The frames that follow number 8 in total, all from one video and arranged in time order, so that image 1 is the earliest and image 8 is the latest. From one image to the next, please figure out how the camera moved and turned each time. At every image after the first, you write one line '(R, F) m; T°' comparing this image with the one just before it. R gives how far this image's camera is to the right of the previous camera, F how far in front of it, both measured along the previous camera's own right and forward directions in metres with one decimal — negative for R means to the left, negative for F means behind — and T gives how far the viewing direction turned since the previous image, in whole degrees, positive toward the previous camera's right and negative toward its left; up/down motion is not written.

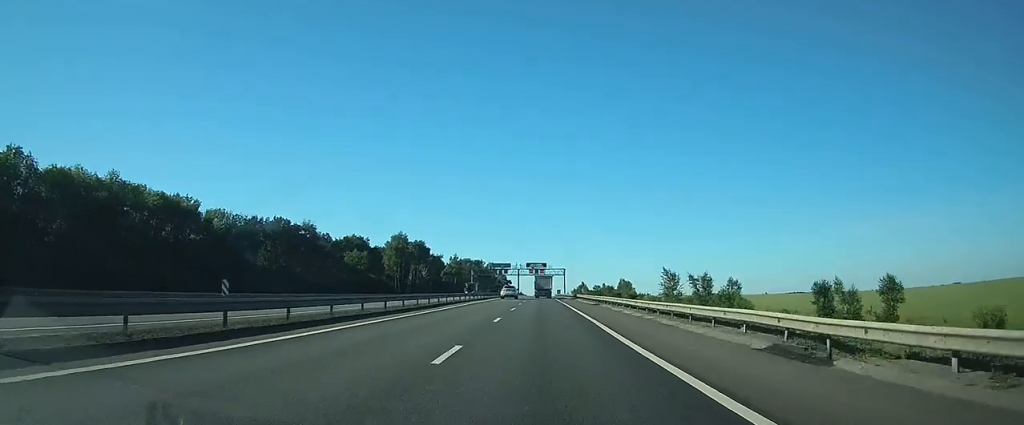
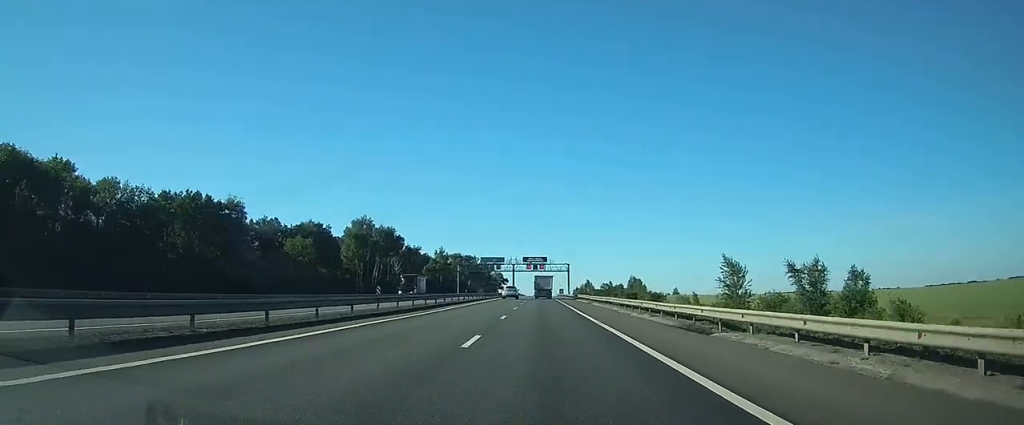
(-0.2, +33.4) m; -1°
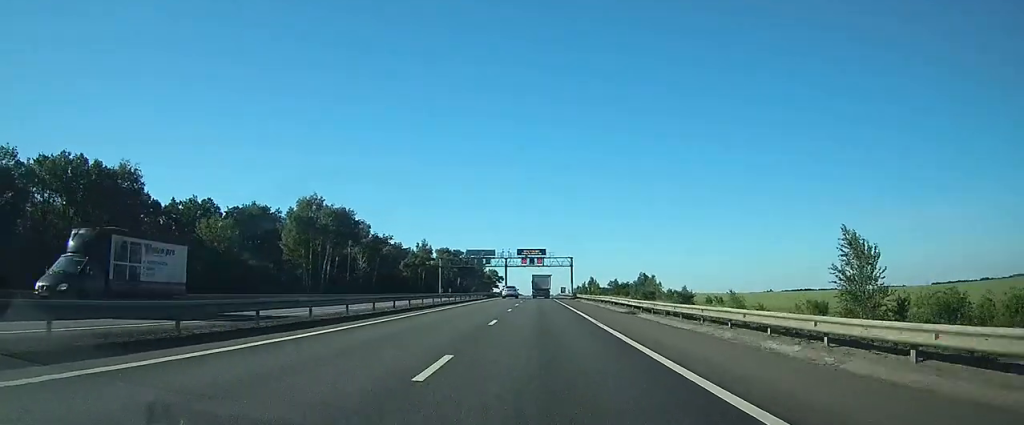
(-0.1, +28.3) m; 0°
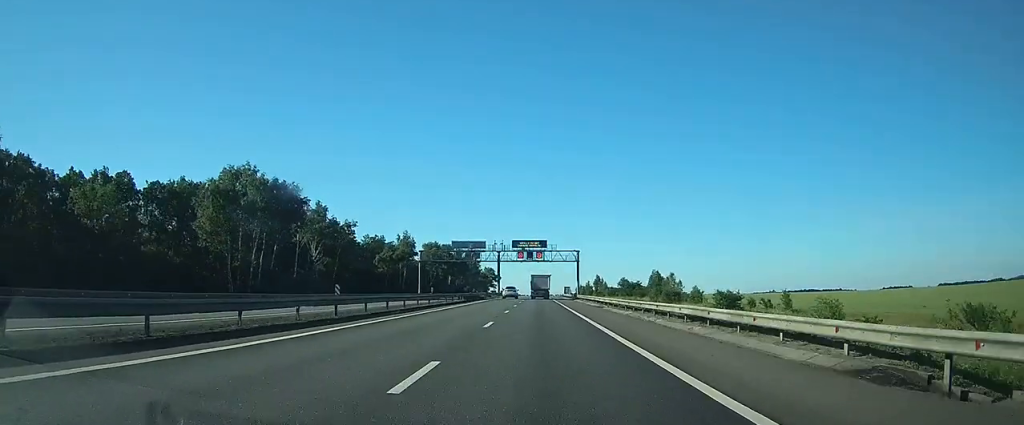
(0.0, +25.0) m; 0°
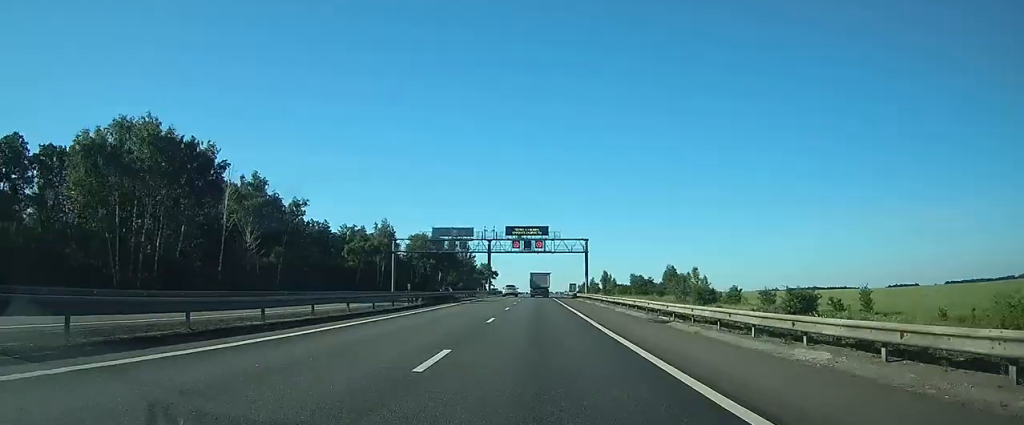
(0.0, +22.5) m; 0°
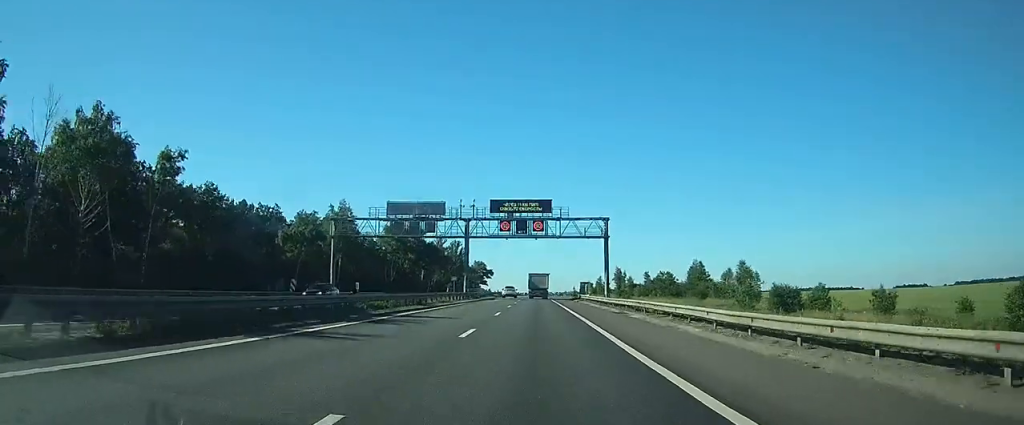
(0.0, +30.3) m; 0°
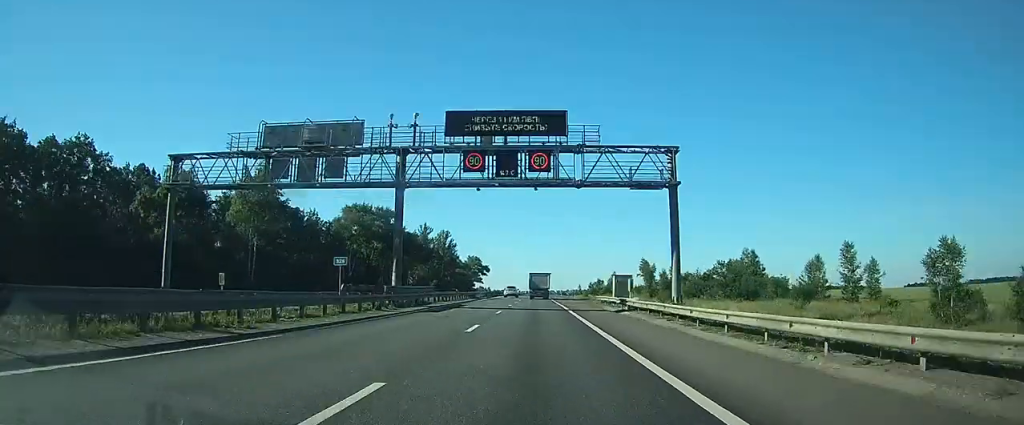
(0.0, +34.3) m; 0°
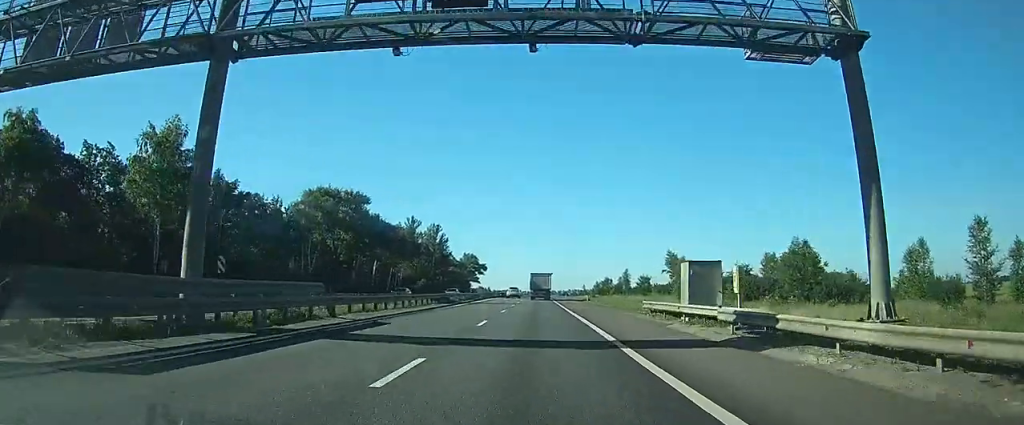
(0.0, +21.2) m; 0°
